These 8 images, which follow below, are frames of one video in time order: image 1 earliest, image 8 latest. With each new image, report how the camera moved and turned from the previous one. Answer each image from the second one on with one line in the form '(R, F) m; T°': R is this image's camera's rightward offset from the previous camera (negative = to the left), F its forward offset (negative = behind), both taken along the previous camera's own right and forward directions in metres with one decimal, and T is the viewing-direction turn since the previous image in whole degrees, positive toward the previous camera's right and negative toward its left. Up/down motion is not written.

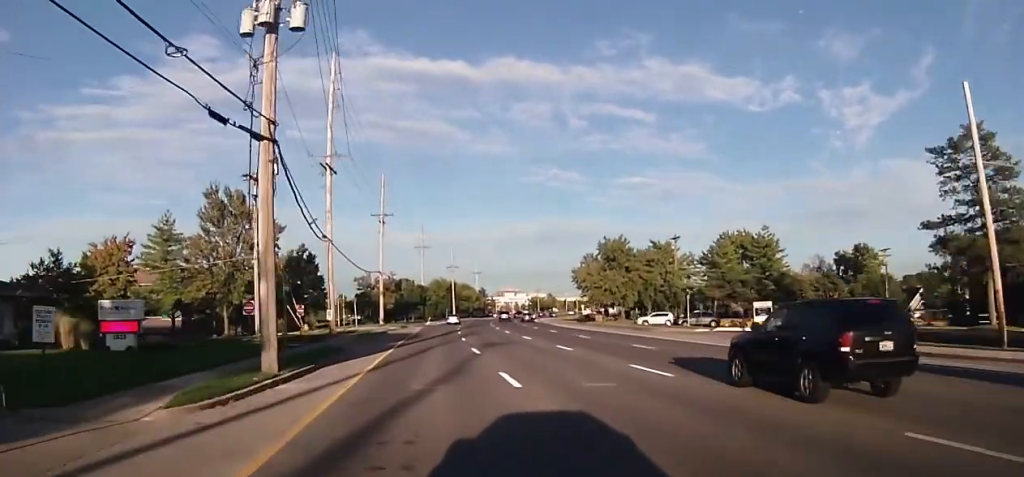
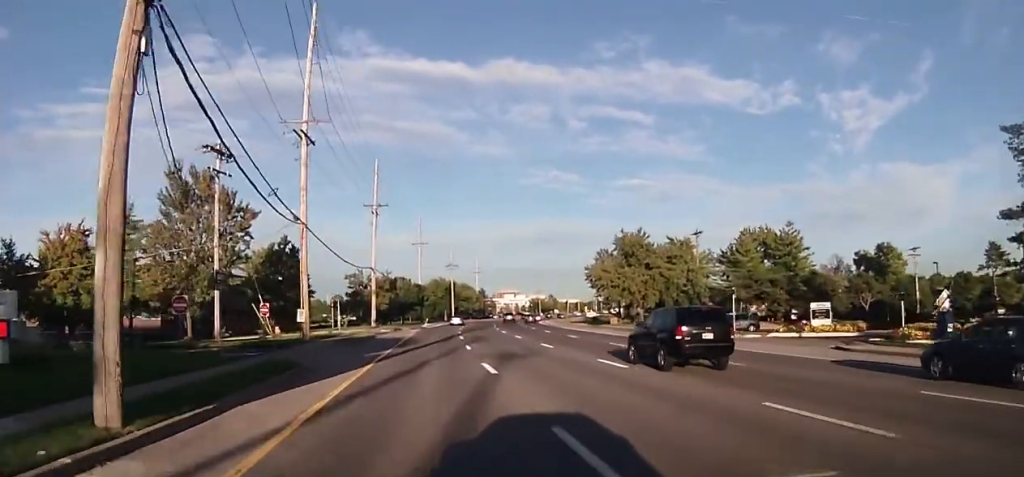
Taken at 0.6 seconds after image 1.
(-0.5, +8.3) m; -1°
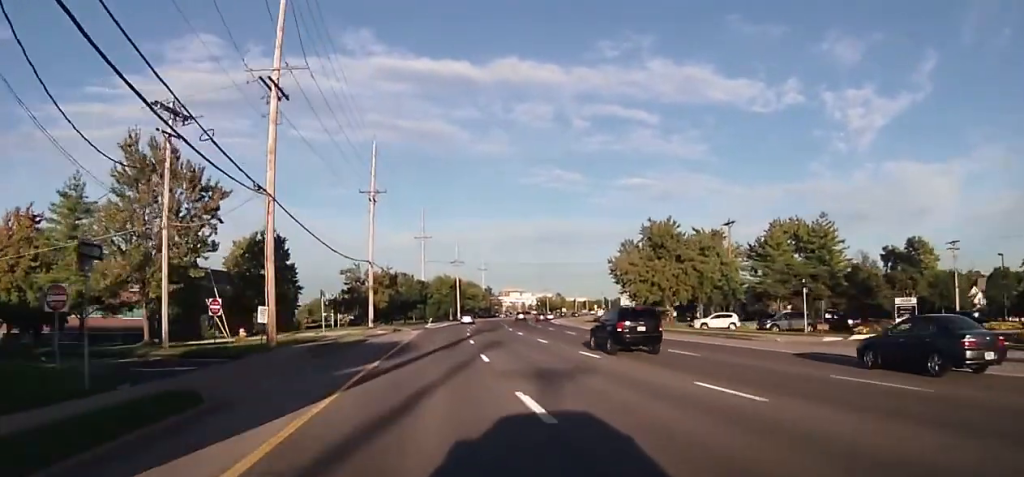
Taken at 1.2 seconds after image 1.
(-0.3, +8.1) m; 0°
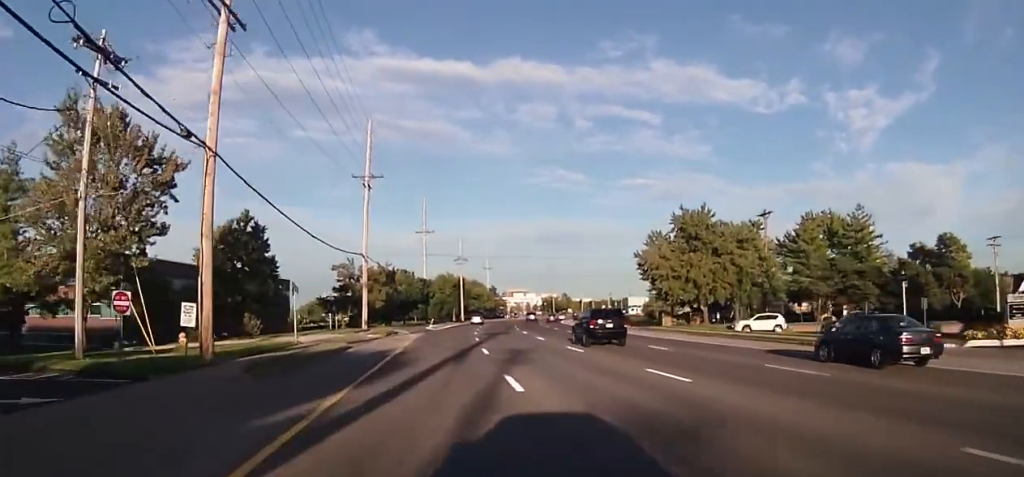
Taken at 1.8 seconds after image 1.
(+0.4, +8.1) m; +1°
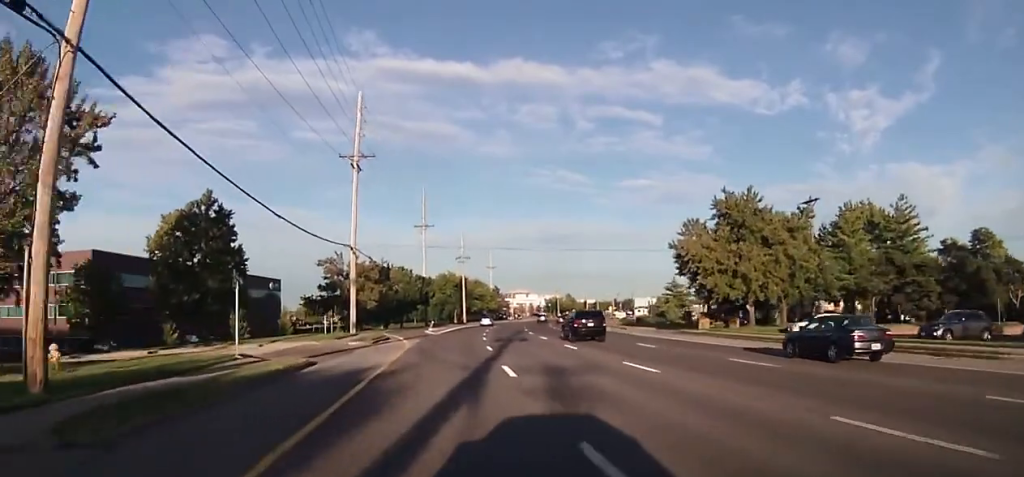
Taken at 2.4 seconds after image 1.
(+0.1, +8.8) m; 0°
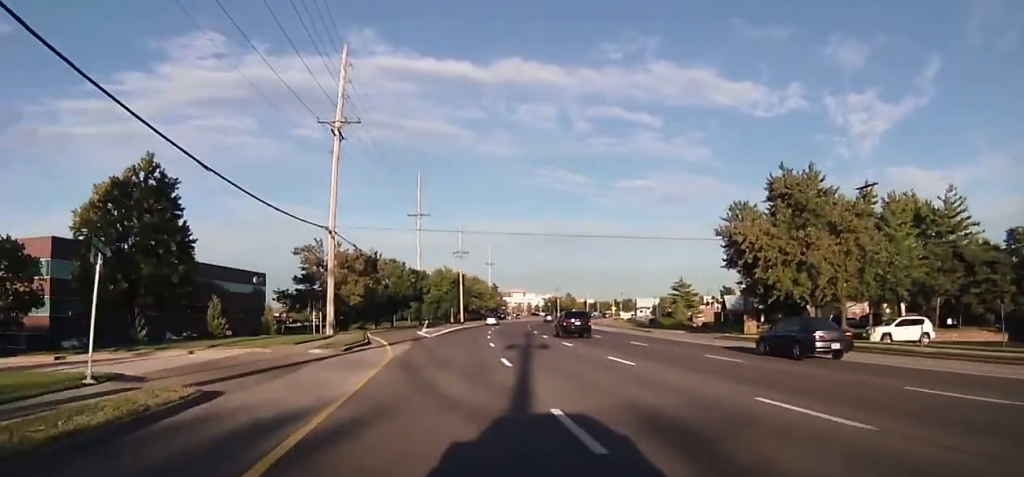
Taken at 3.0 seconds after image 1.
(-0.2, +9.1) m; -1°
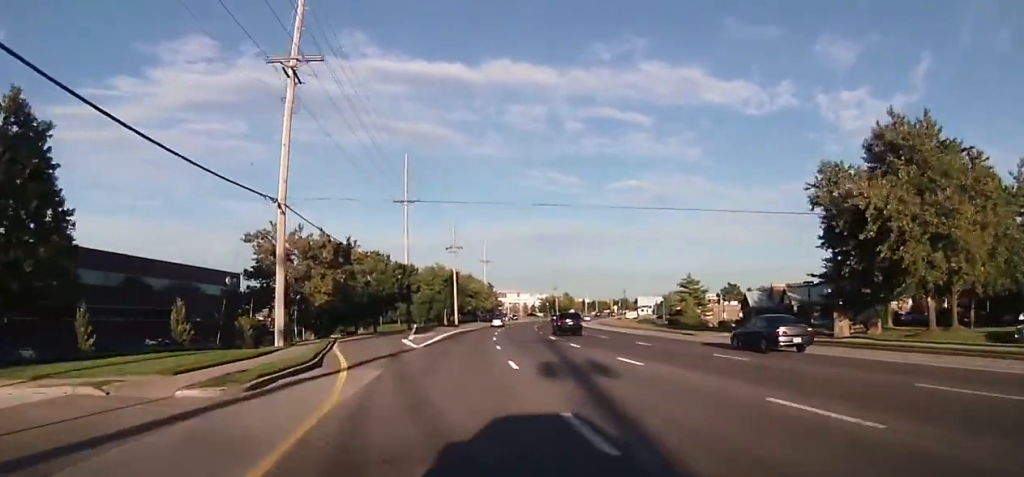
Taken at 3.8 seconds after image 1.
(0.0, +12.2) m; 0°
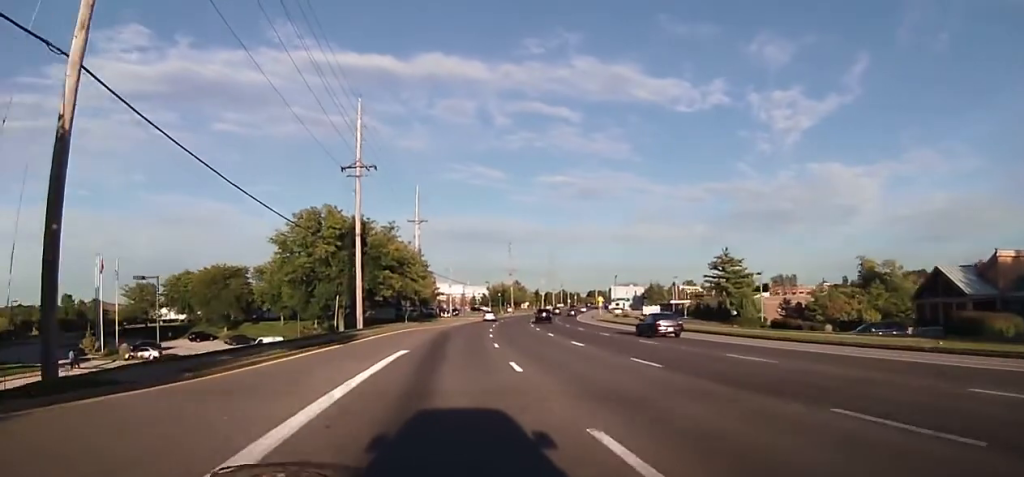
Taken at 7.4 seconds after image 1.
(+2.5, +62.7) m; +6°
